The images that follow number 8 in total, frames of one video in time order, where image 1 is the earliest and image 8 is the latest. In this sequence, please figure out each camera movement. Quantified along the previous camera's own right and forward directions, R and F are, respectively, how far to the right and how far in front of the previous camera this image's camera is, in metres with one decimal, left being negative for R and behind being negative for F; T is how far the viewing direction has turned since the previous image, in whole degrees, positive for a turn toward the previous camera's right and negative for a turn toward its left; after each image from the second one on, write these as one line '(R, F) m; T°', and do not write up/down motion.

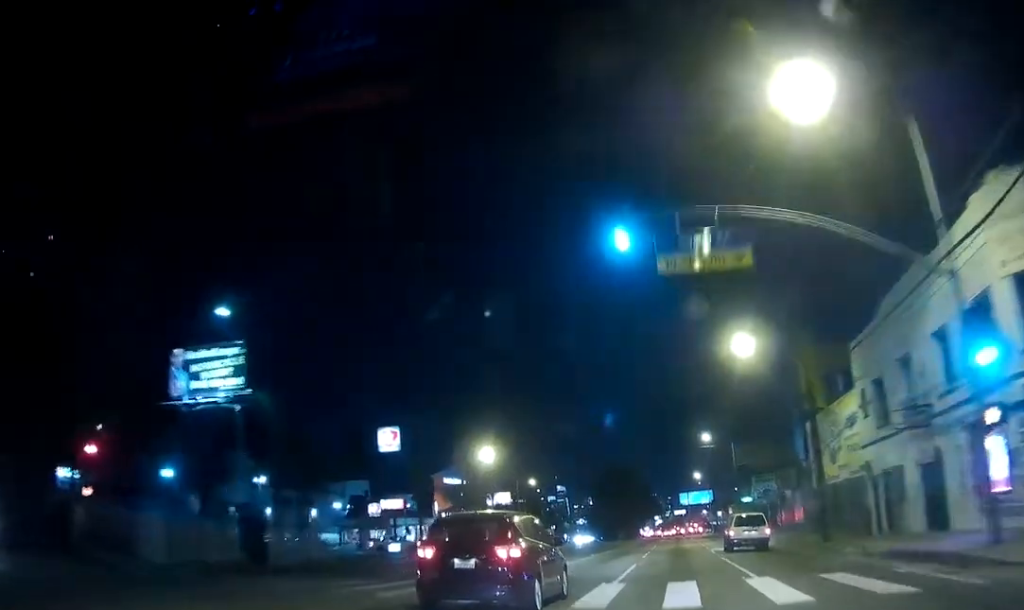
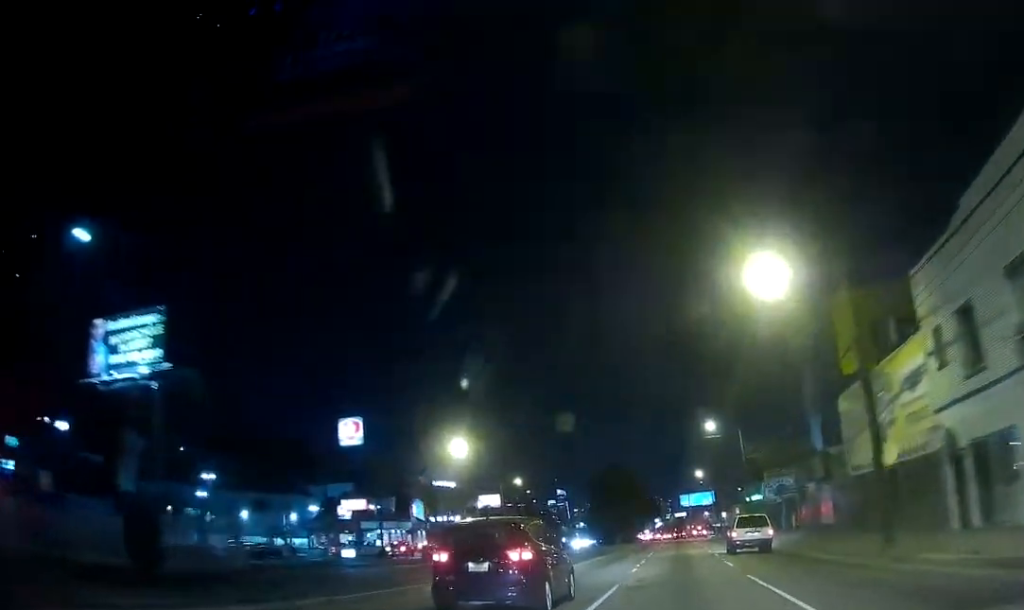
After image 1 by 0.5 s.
(-0.5, +8.7) m; 0°
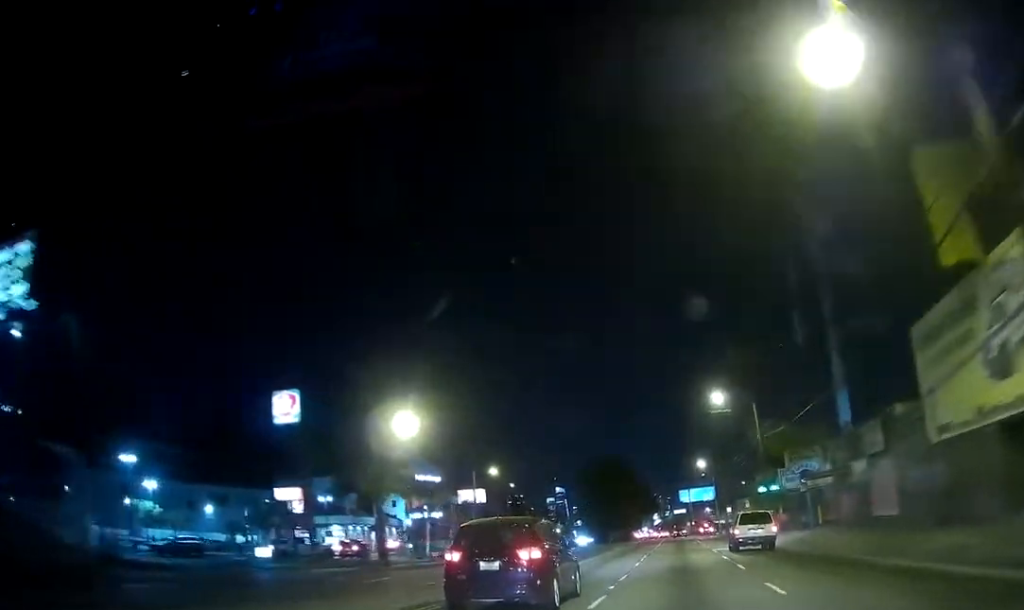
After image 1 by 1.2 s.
(-0.3, +11.6) m; 0°
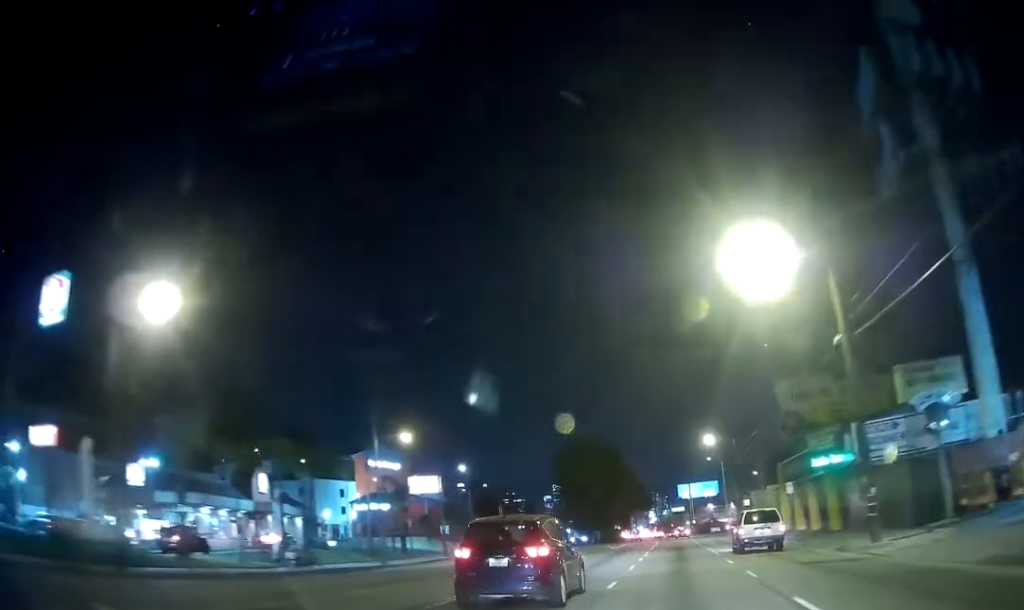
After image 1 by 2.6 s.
(+0.9, +24.7) m; +2°
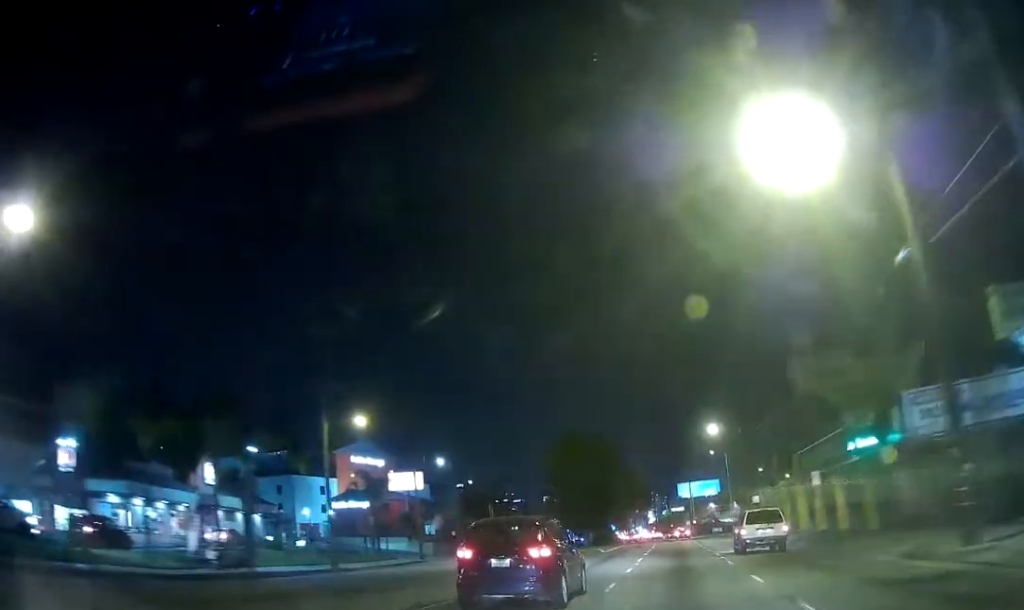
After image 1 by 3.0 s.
(0.0, +8.3) m; 0°
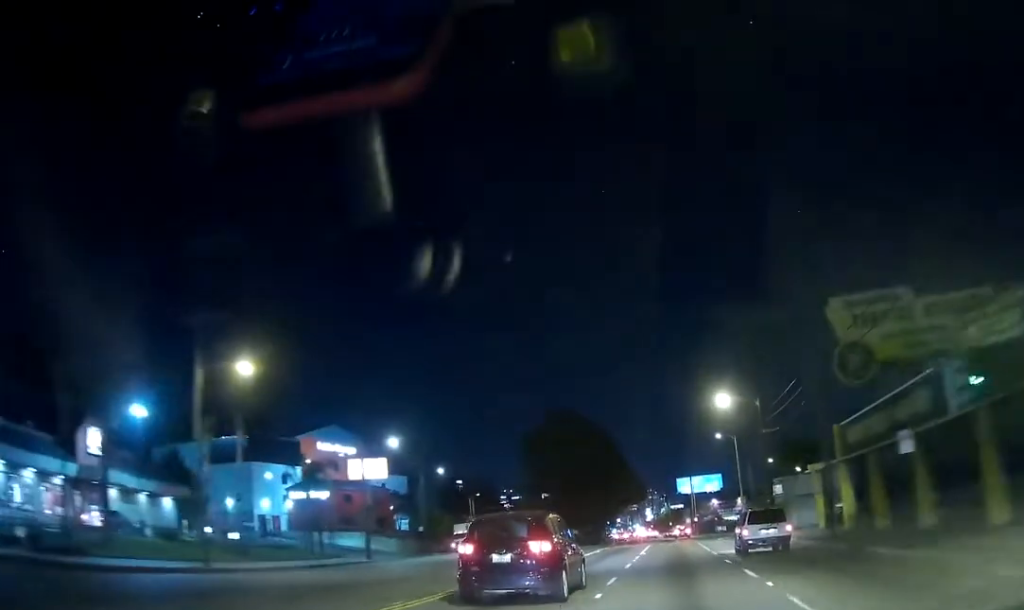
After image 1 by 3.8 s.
(0.0, +13.0) m; -2°
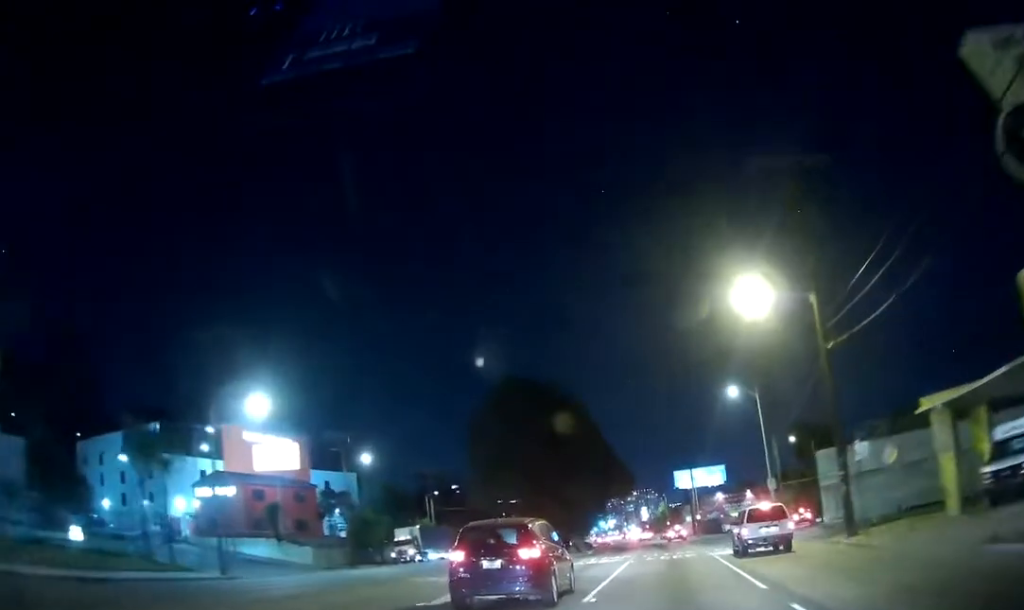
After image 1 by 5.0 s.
(-0.7, +22.1) m; 0°
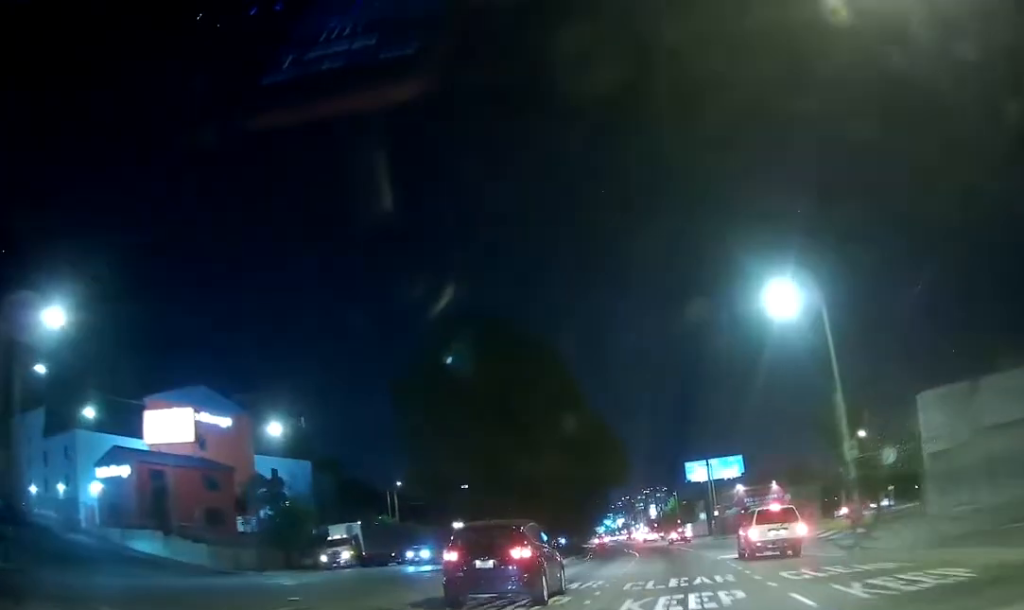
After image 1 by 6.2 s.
(+0.8, +19.5) m; +2°
